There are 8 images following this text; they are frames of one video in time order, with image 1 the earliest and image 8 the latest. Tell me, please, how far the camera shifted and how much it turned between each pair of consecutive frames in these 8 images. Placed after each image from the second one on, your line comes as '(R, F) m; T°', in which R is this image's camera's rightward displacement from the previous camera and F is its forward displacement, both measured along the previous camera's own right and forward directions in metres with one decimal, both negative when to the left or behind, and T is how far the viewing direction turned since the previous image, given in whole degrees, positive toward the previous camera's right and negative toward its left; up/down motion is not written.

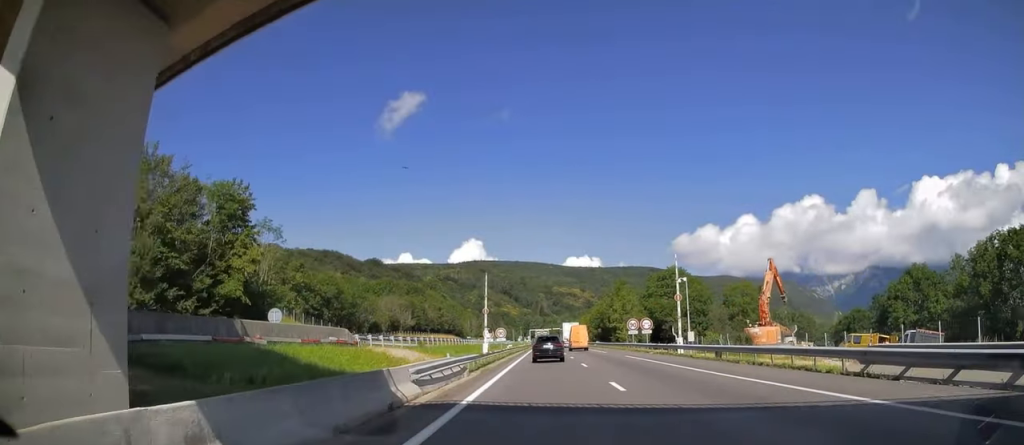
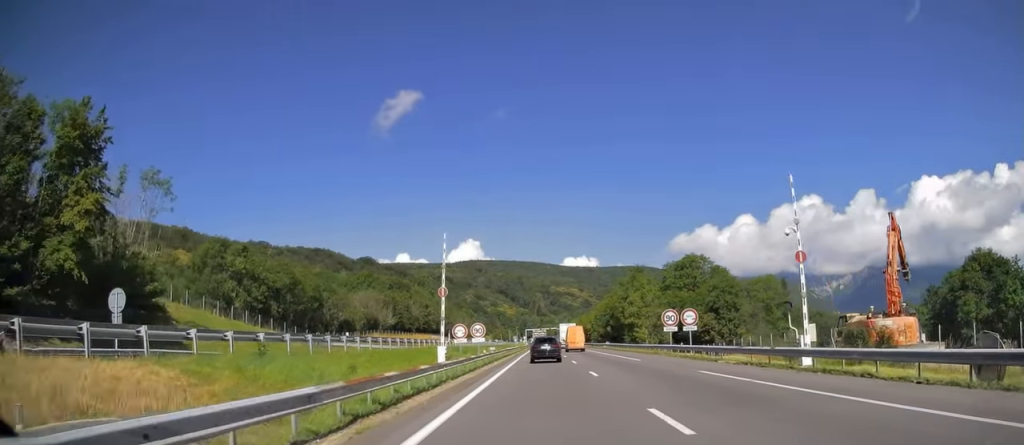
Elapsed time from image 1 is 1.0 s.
(0.0, +19.9) m; 0°
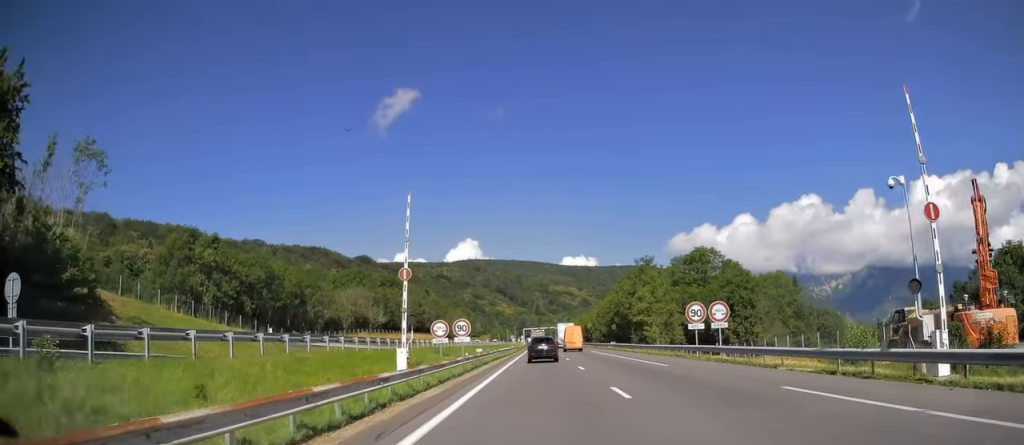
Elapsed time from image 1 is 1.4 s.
(0.0, +7.8) m; 0°
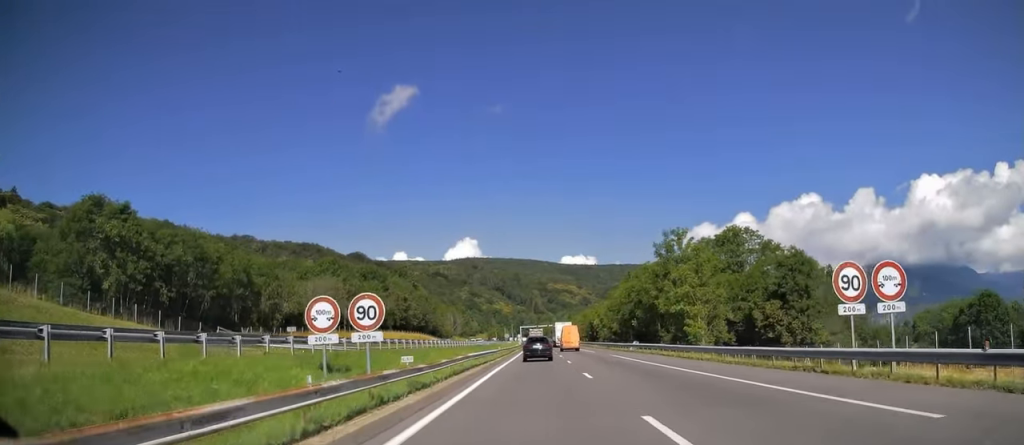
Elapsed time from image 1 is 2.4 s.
(0.0, +19.1) m; +1°
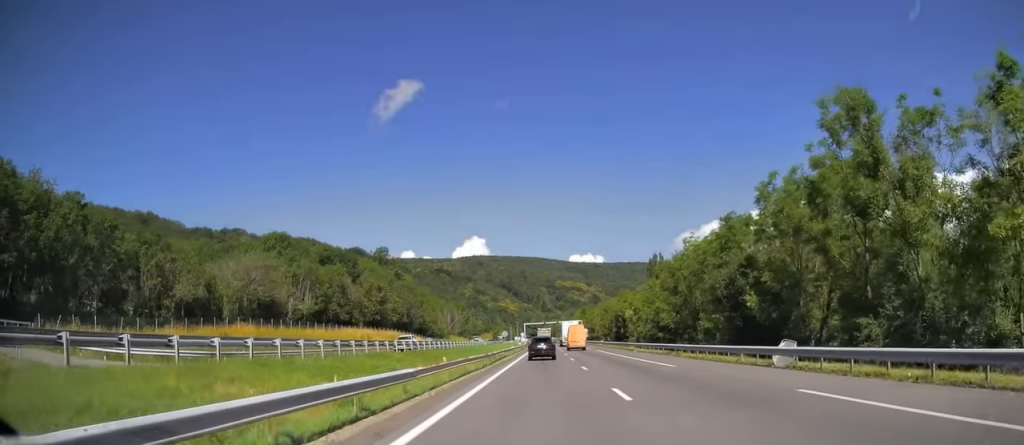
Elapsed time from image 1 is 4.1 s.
(+0.3, +33.5) m; 0°
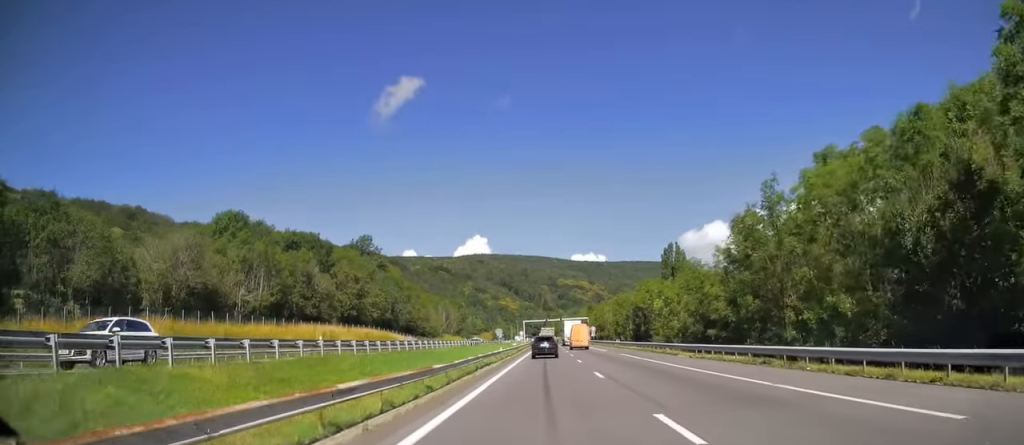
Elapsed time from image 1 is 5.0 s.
(-0.3, +18.3) m; -1°
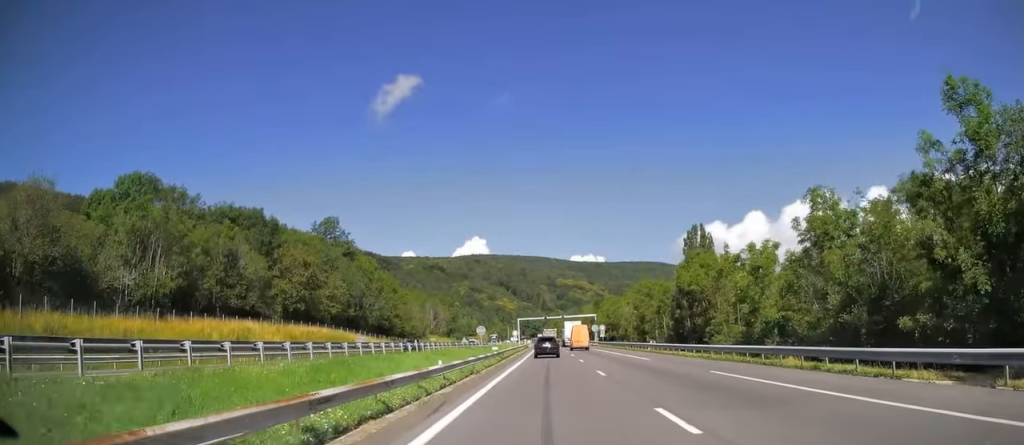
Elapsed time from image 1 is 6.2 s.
(-0.1, +25.2) m; 0°
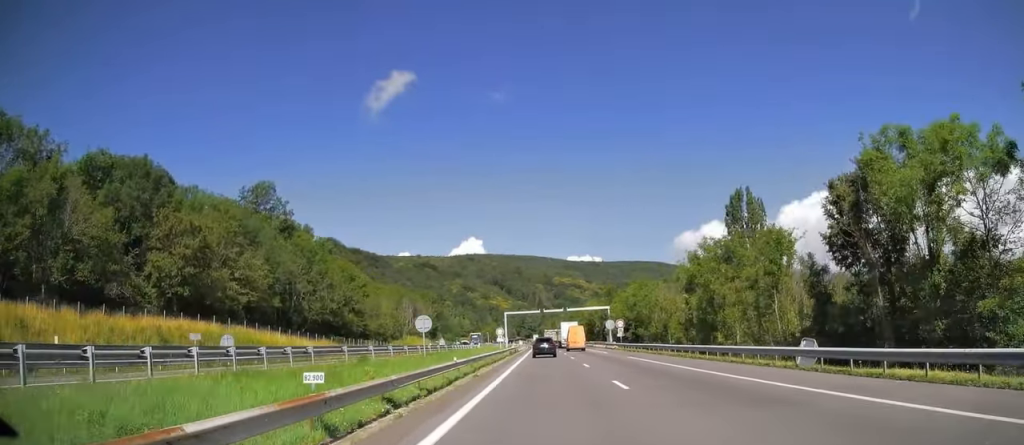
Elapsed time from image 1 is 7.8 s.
(0.0, +31.1) m; +1°
